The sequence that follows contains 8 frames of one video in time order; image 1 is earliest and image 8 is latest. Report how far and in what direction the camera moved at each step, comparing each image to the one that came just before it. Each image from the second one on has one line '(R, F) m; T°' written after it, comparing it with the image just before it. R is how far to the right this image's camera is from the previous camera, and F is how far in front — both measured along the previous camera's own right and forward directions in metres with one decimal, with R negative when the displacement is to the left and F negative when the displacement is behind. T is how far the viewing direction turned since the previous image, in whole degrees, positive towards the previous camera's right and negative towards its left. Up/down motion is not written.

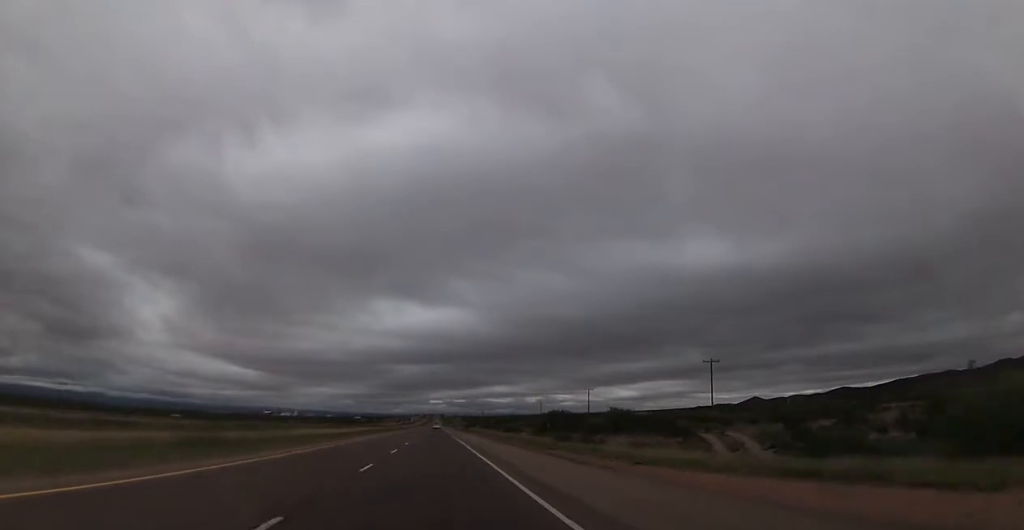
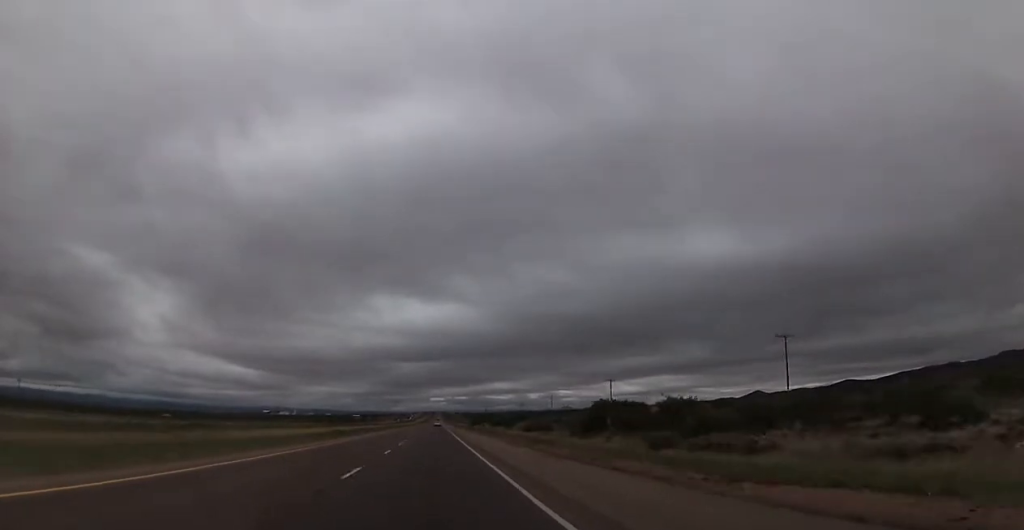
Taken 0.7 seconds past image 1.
(0.0, +27.1) m; 0°
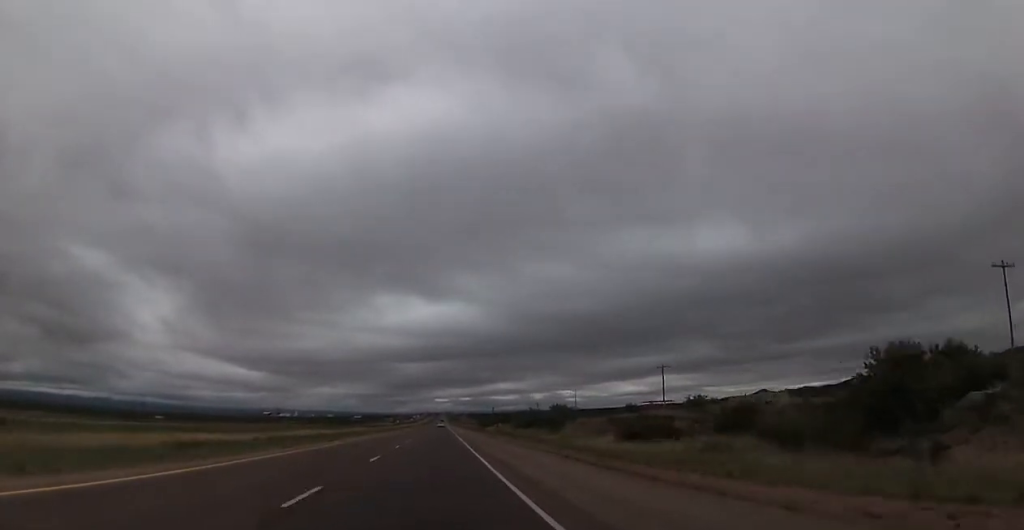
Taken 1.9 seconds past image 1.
(0.0, +41.9) m; 0°
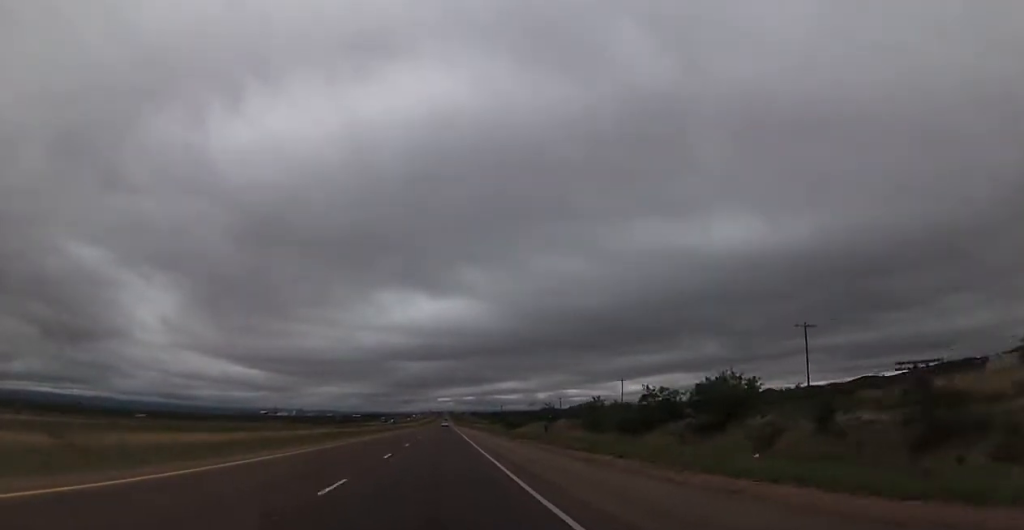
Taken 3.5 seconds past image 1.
(-0.1, +59.1) m; -1°
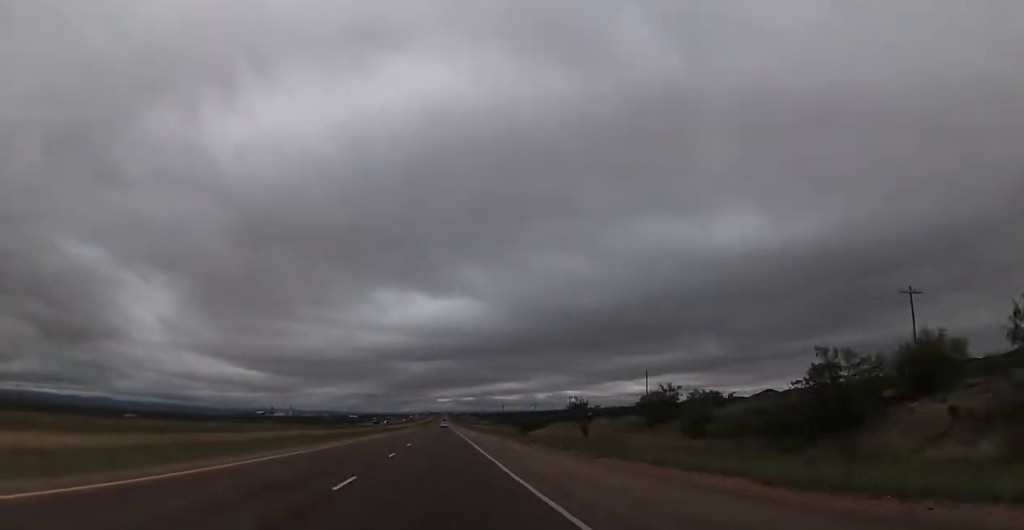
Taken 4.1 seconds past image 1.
(-0.3, +23.4) m; 0°
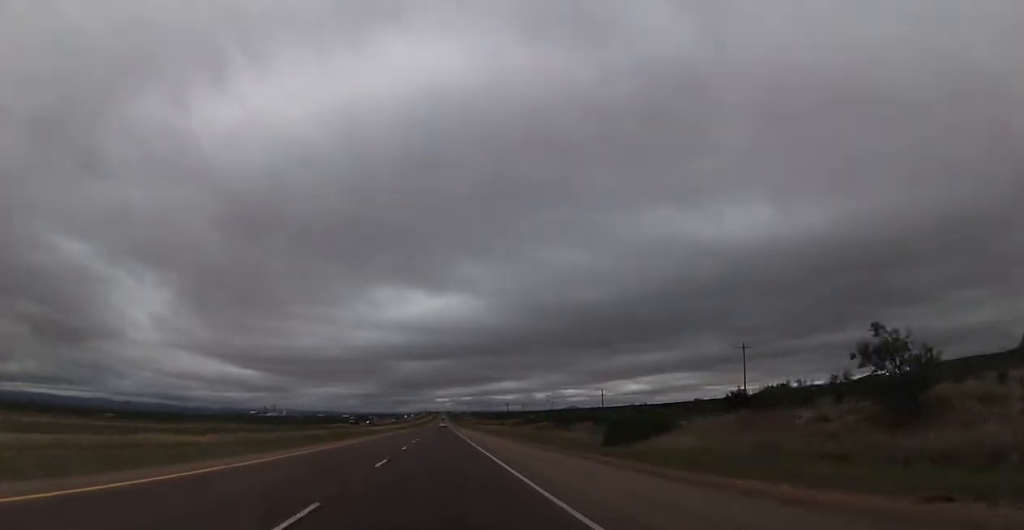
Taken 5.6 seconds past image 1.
(+0.3, +54.1) m; 0°
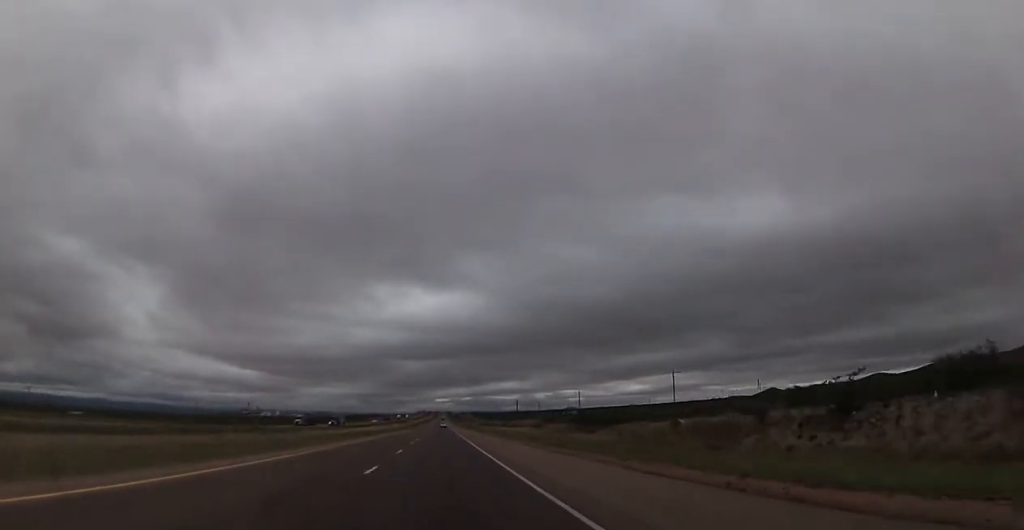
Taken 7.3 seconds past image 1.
(0.0, +63.6) m; +1°
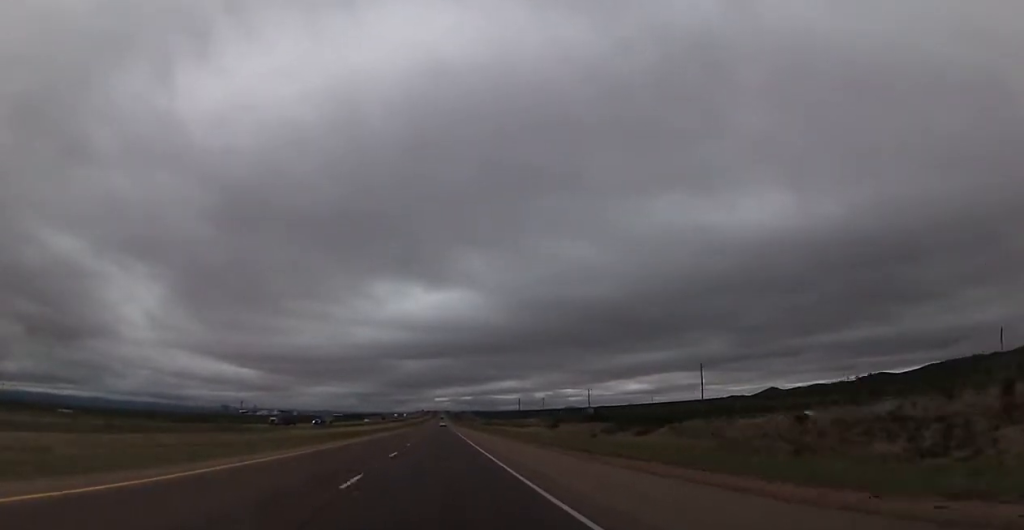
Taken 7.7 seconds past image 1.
(0.0, +15.9) m; 0°
